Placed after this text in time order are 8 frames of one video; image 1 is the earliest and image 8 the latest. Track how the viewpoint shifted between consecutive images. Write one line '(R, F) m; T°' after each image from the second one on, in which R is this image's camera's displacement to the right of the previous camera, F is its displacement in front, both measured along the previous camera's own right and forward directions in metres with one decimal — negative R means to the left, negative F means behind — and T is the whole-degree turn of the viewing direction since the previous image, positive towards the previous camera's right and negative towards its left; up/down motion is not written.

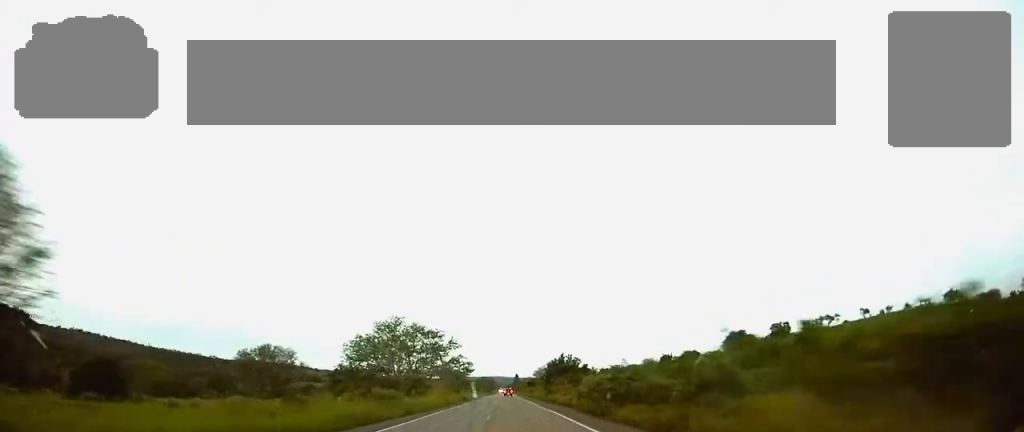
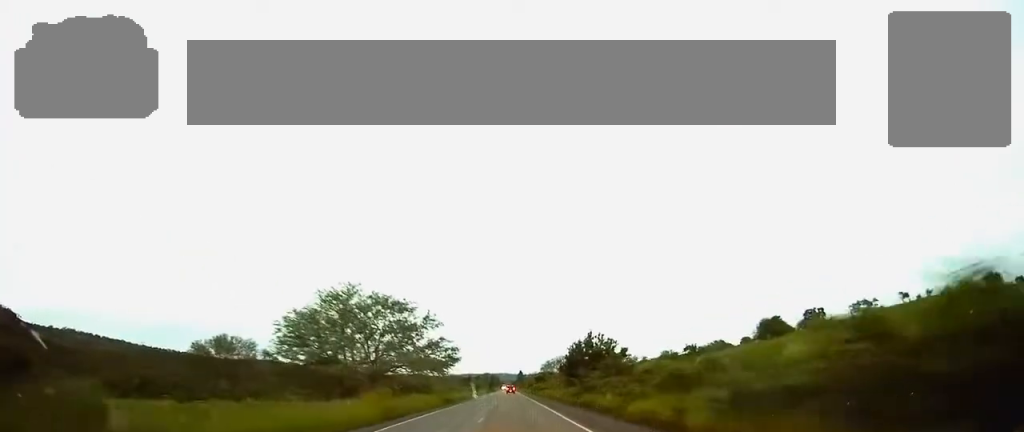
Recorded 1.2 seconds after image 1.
(-0.2, +33.6) m; -1°
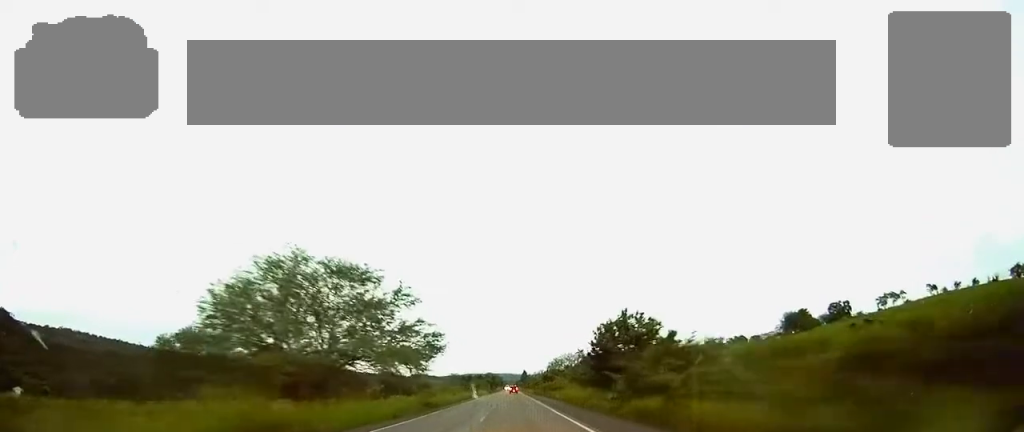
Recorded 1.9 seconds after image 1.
(0.0, +20.3) m; 0°
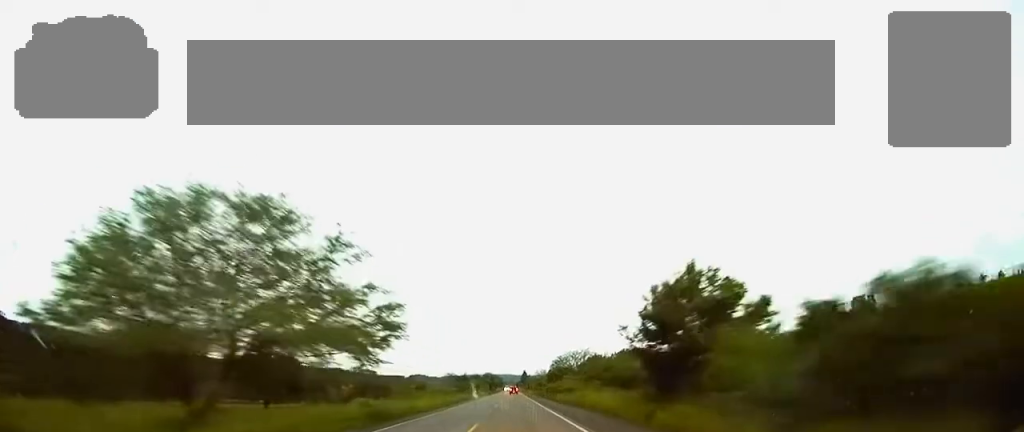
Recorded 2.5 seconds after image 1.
(0.0, +19.4) m; 0°
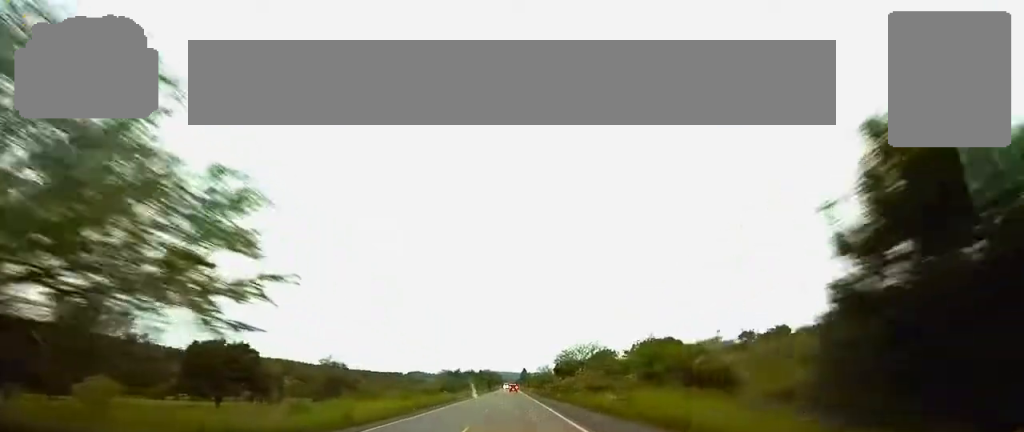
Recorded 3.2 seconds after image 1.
(-0.1, +20.6) m; 0°
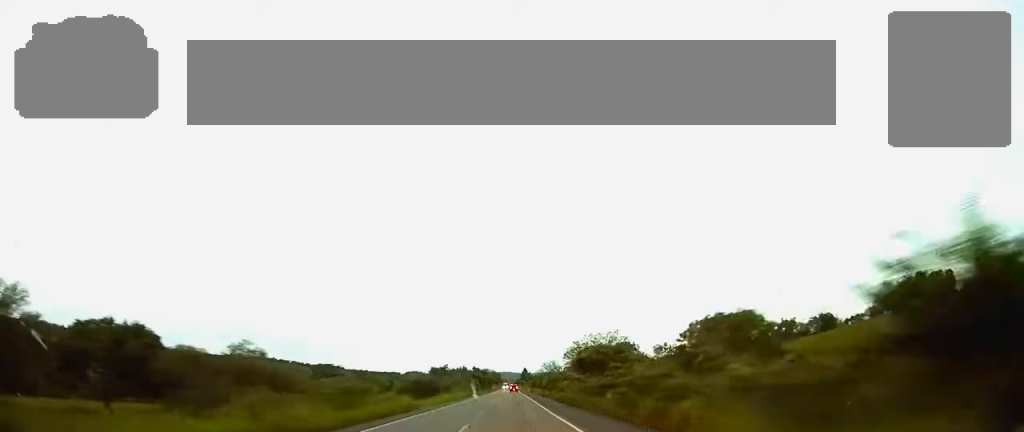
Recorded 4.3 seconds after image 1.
(0.0, +30.6) m; 0°
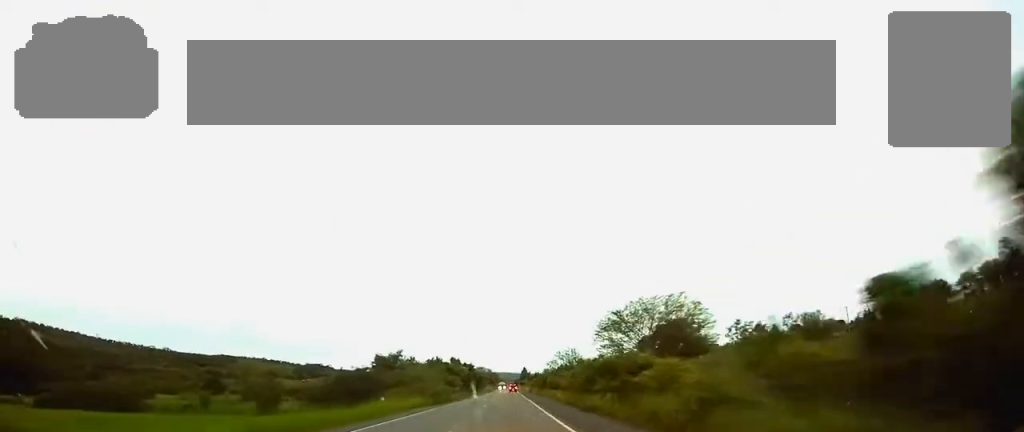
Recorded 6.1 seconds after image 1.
(+0.1, +53.7) m; 0°
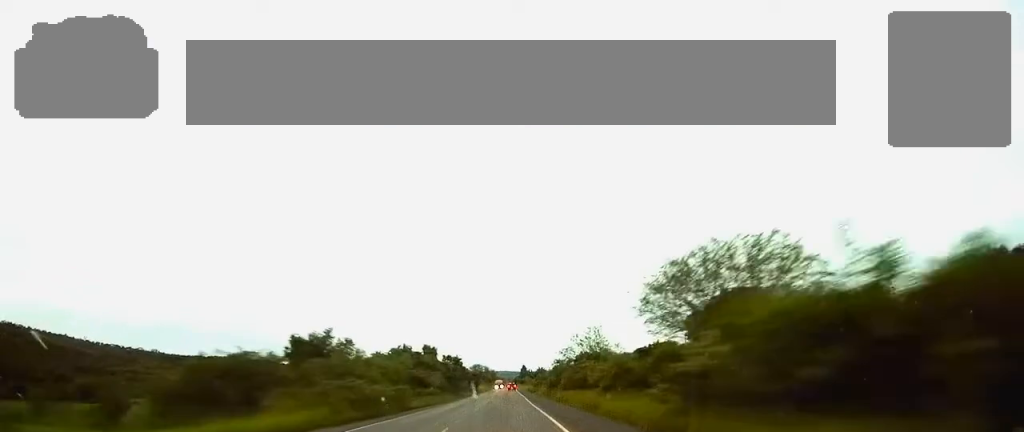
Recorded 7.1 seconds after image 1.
(0.0, +31.0) m; 0°
